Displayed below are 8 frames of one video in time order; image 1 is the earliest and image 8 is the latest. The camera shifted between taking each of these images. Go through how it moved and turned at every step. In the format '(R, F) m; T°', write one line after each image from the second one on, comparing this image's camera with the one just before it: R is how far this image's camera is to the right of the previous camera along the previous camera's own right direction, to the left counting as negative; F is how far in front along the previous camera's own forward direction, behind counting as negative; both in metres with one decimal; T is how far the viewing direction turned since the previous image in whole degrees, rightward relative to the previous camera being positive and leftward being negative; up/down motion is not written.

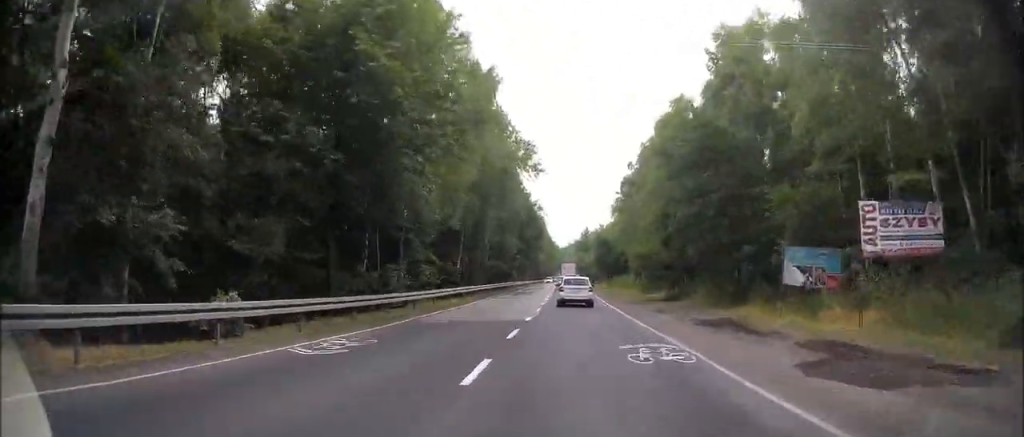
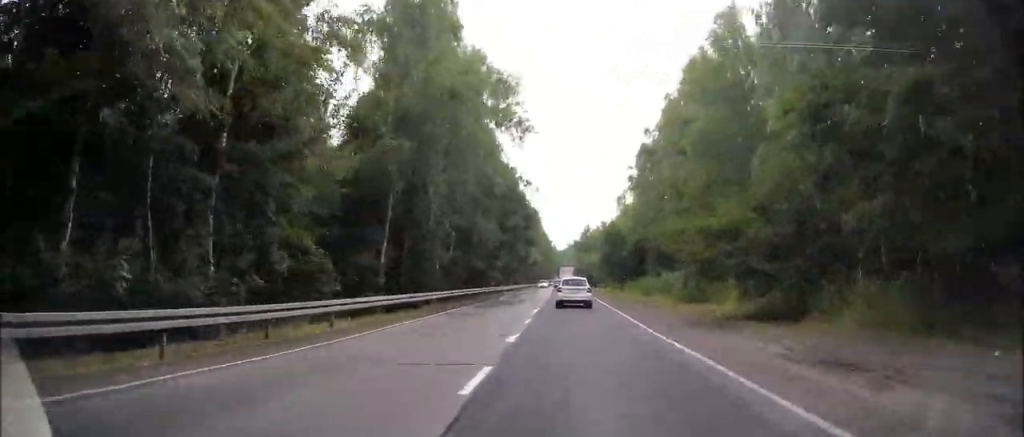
(-0.1, +17.8) m; 0°
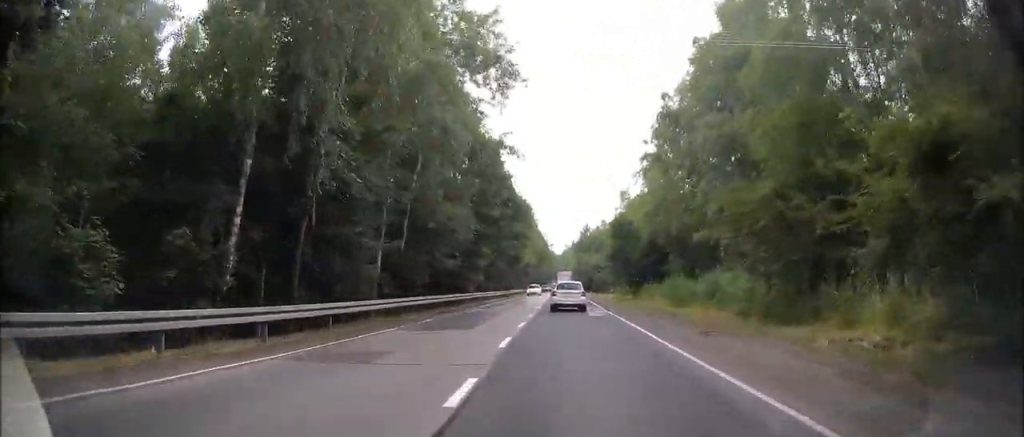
(+0.1, +11.9) m; 0°
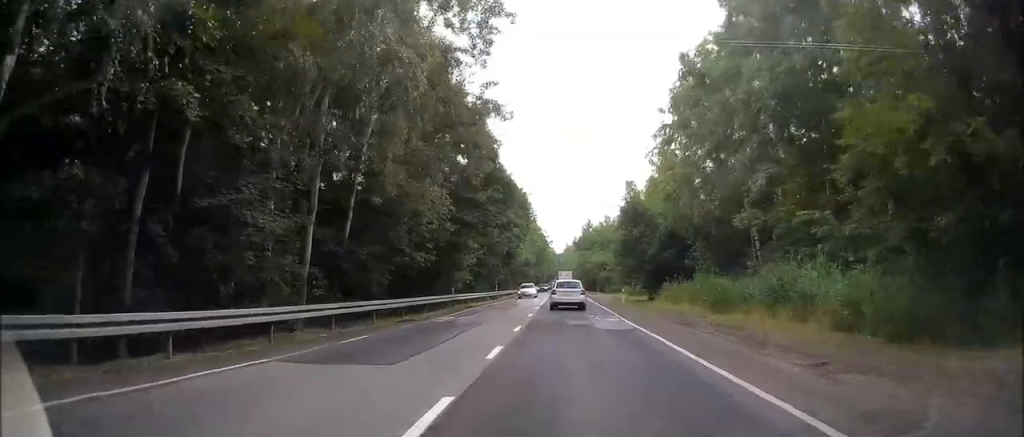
(0.0, +7.7) m; 0°
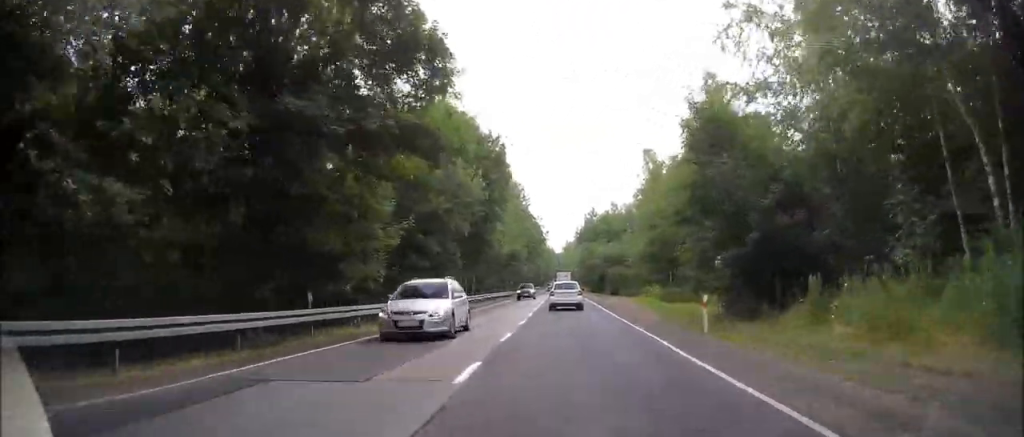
(+0.2, +20.9) m; 0°
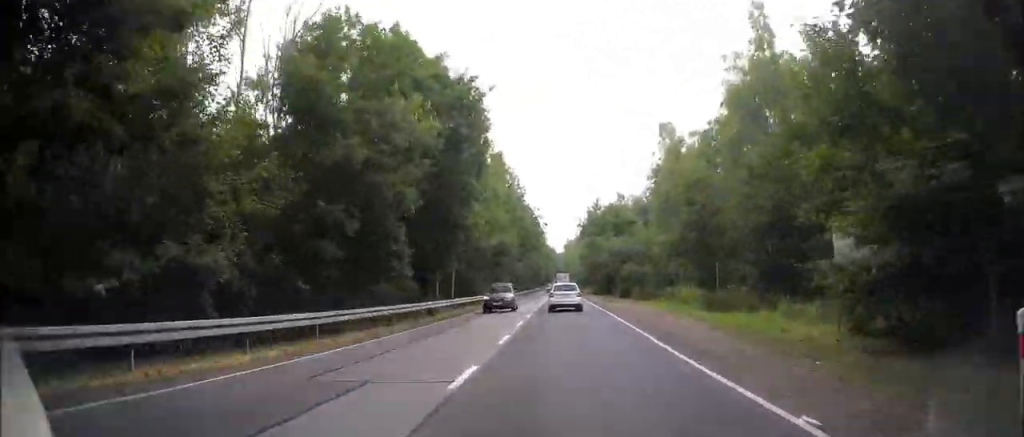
(-0.1, +11.3) m; -1°
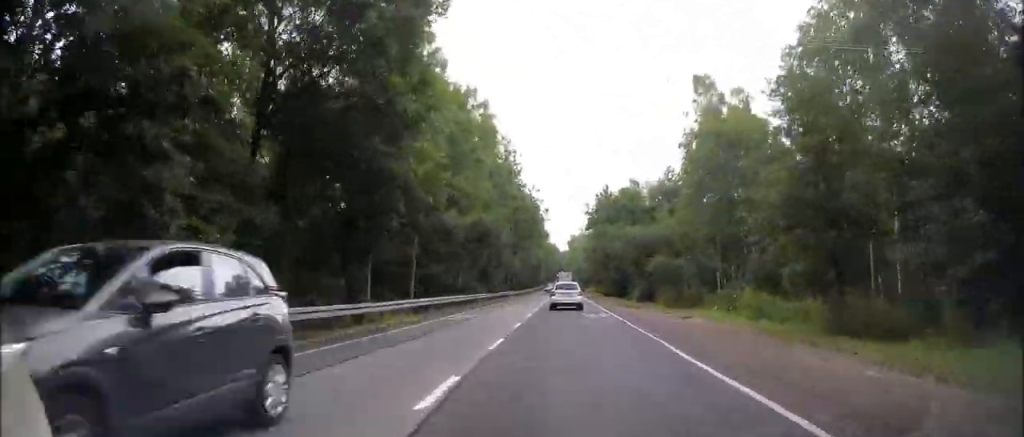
(-0.1, +13.6) m; 0°
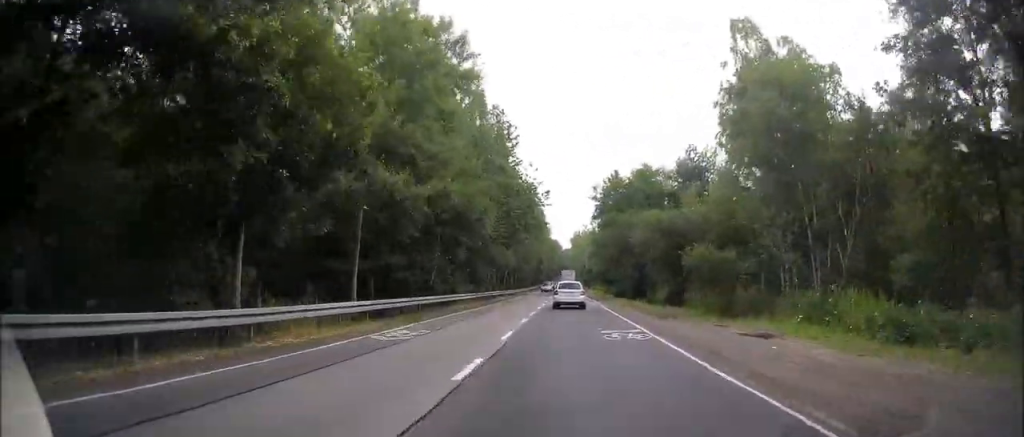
(-0.1, +10.1) m; 0°
